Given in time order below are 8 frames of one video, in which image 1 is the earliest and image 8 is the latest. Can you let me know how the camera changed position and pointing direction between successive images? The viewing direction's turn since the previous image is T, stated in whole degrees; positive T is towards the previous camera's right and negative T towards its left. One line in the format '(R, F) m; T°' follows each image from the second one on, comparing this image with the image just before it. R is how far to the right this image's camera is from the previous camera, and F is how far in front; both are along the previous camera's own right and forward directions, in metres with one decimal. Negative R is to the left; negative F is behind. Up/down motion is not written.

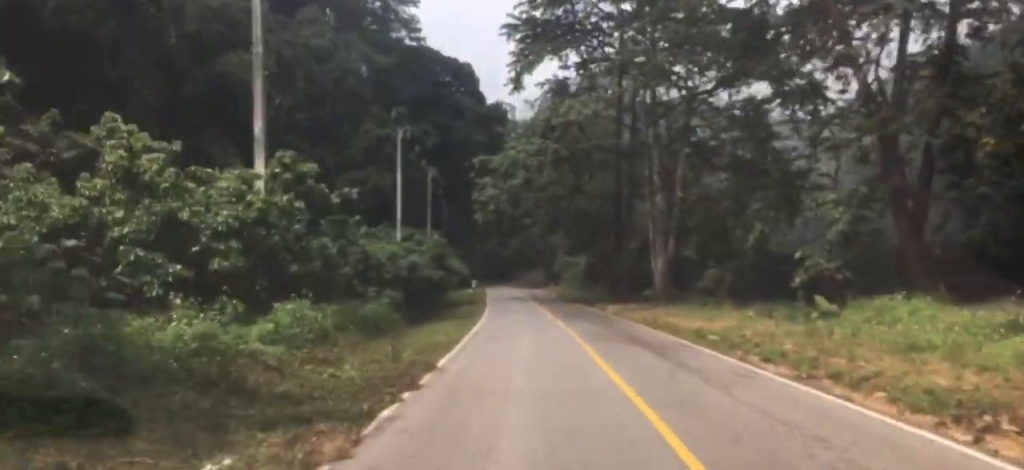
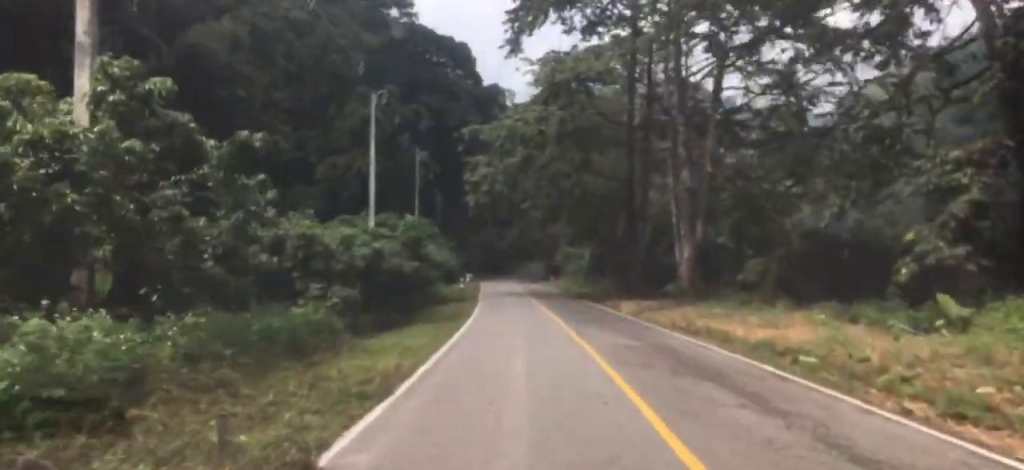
(0.0, +7.5) m; 0°
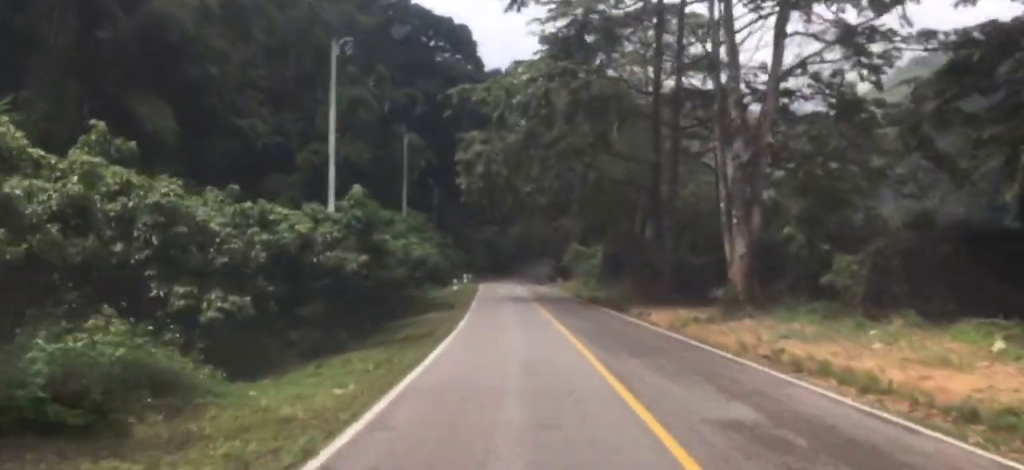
(0.0, +8.4) m; 0°
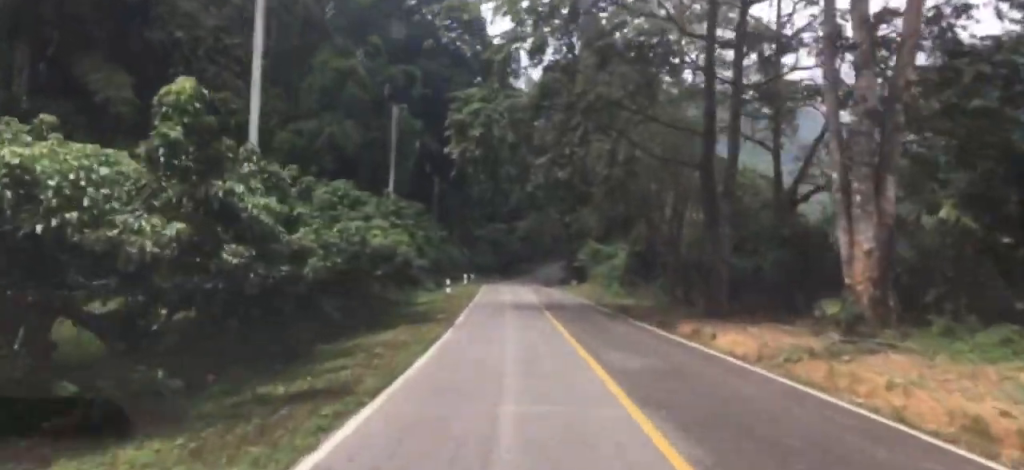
(0.0, +9.3) m; -1°
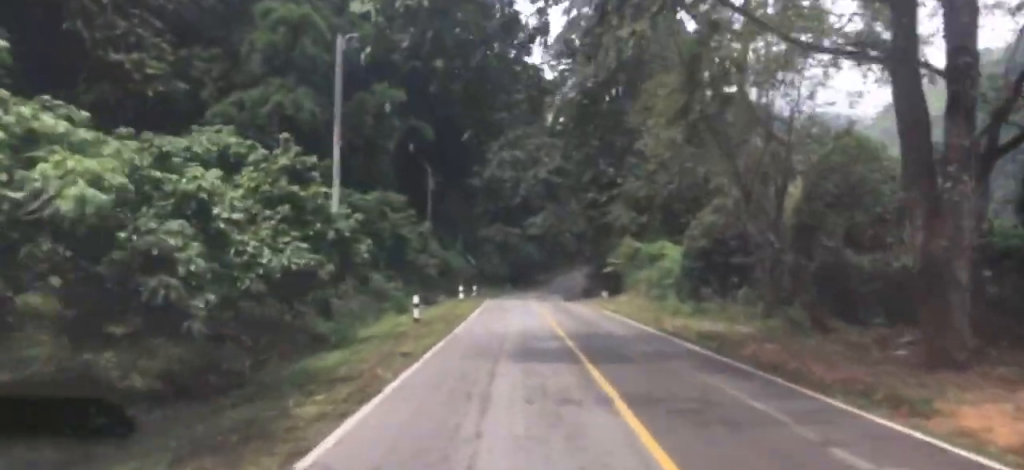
(-0.2, +15.5) m; -2°
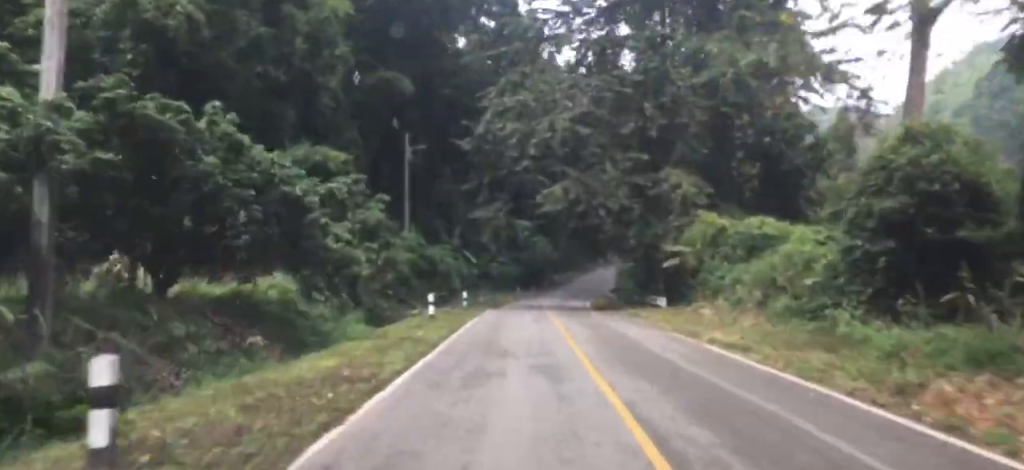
(-0.2, +18.3) m; 0°
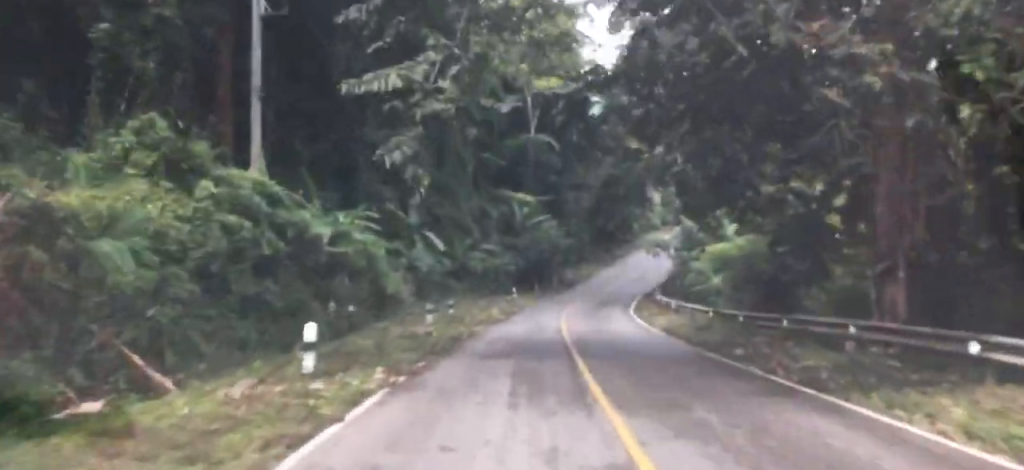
(-0.2, +28.7) m; -2°
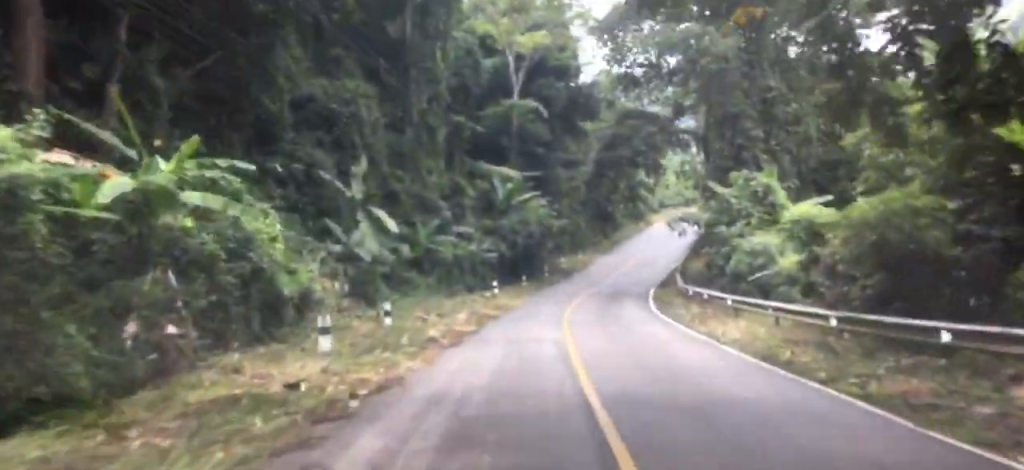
(-0.1, +11.7) m; 0°
